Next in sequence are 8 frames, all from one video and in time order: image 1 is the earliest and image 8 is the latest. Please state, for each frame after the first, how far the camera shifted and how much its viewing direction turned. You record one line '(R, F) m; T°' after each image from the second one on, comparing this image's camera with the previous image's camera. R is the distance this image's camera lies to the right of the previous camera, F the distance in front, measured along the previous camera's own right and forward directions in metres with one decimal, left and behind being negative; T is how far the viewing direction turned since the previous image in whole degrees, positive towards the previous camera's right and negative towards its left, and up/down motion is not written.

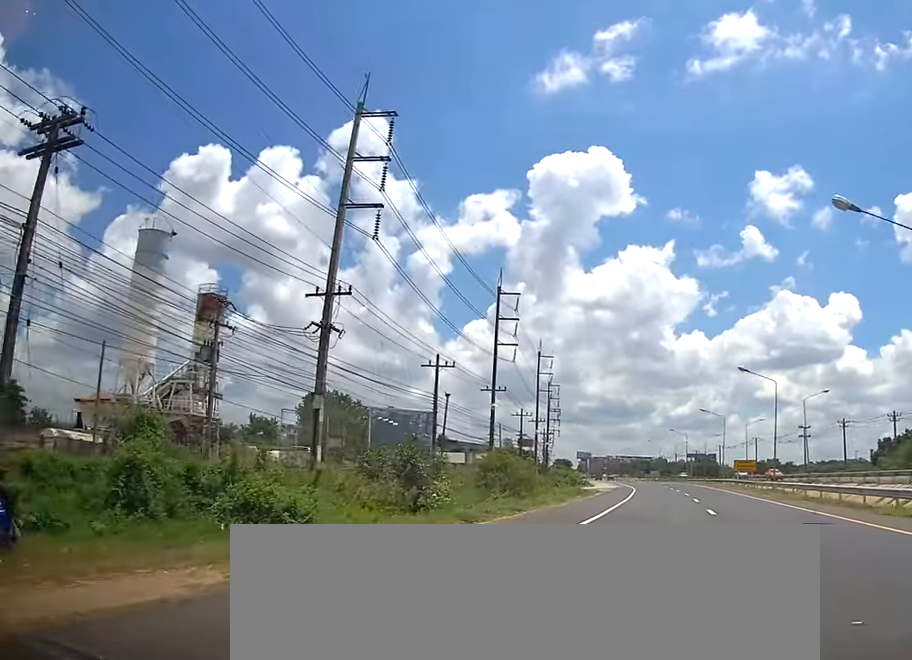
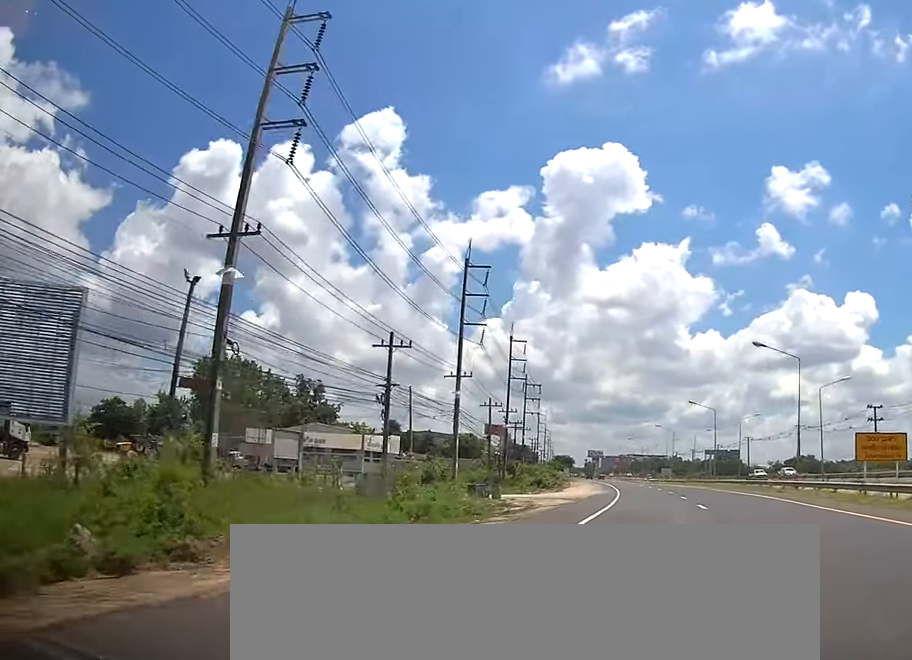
(-0.4, +45.6) m; 0°
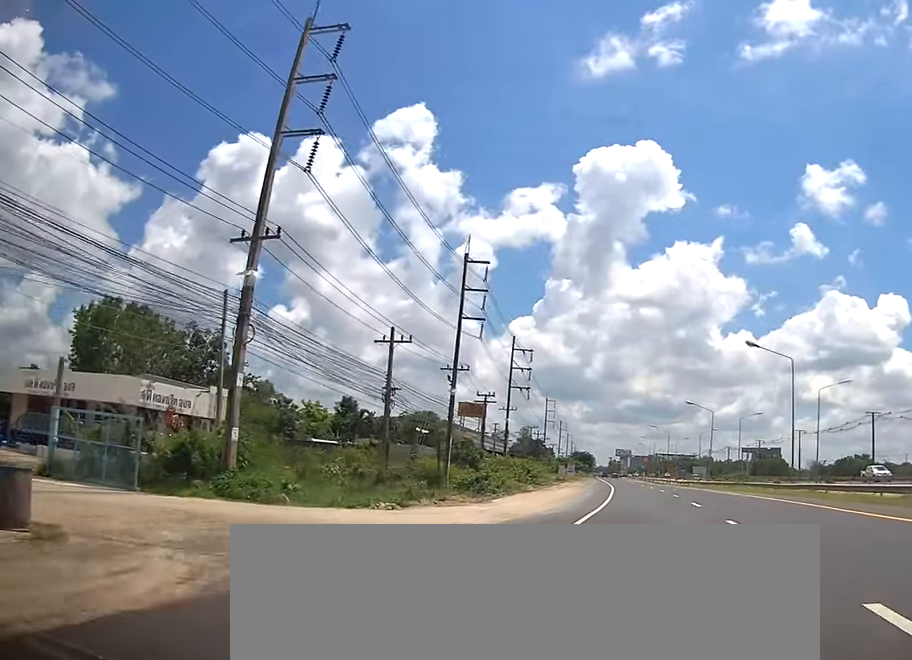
(-0.5, +35.5) m; -4°
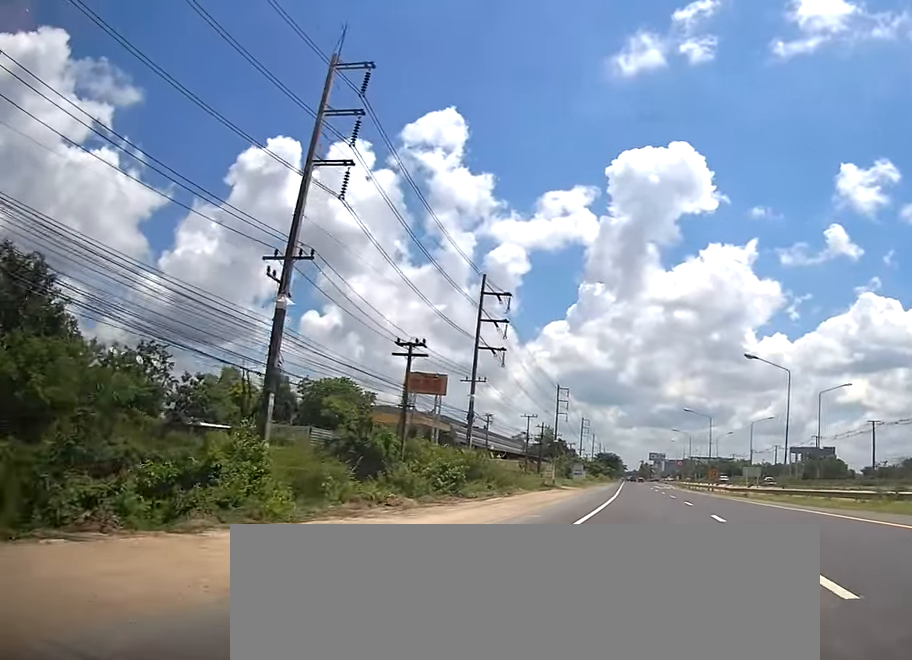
(-1.4, +32.8) m; -2°
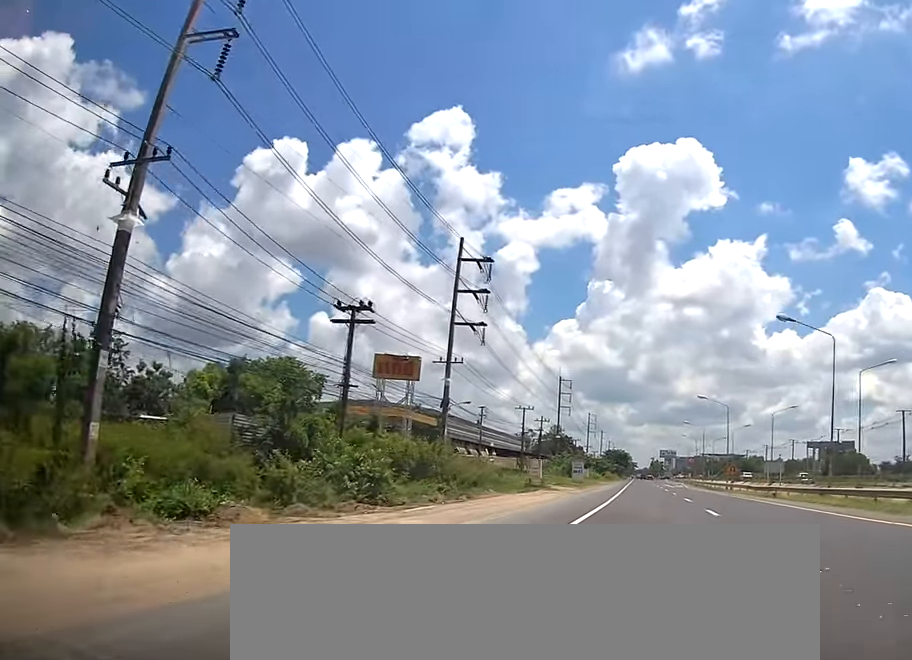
(+0.4, +10.7) m; 0°
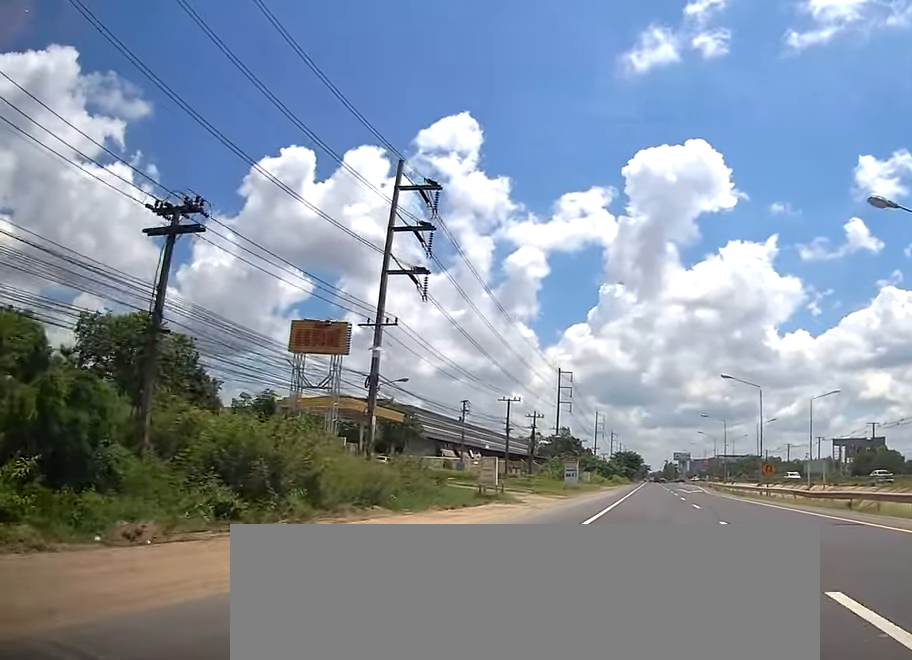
(+0.2, +16.7) m; -1°
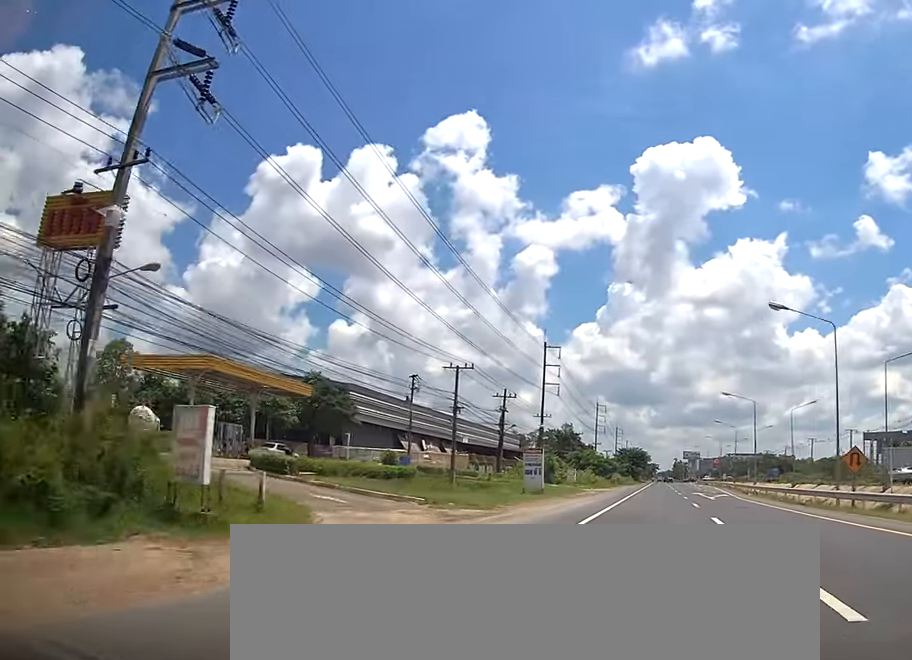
(-0.7, +23.1) m; -2°
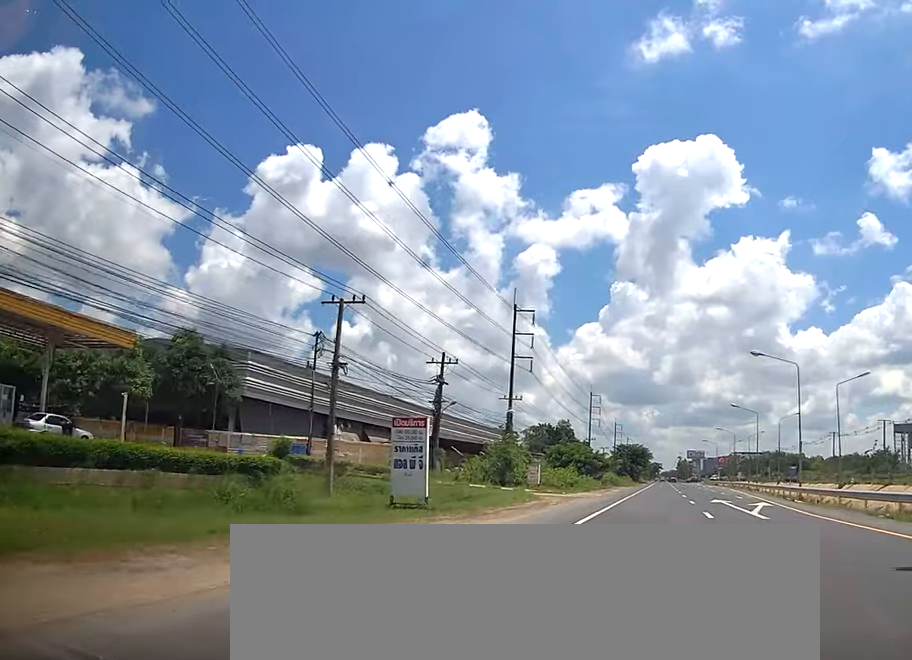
(0.0, +22.8) m; 0°
